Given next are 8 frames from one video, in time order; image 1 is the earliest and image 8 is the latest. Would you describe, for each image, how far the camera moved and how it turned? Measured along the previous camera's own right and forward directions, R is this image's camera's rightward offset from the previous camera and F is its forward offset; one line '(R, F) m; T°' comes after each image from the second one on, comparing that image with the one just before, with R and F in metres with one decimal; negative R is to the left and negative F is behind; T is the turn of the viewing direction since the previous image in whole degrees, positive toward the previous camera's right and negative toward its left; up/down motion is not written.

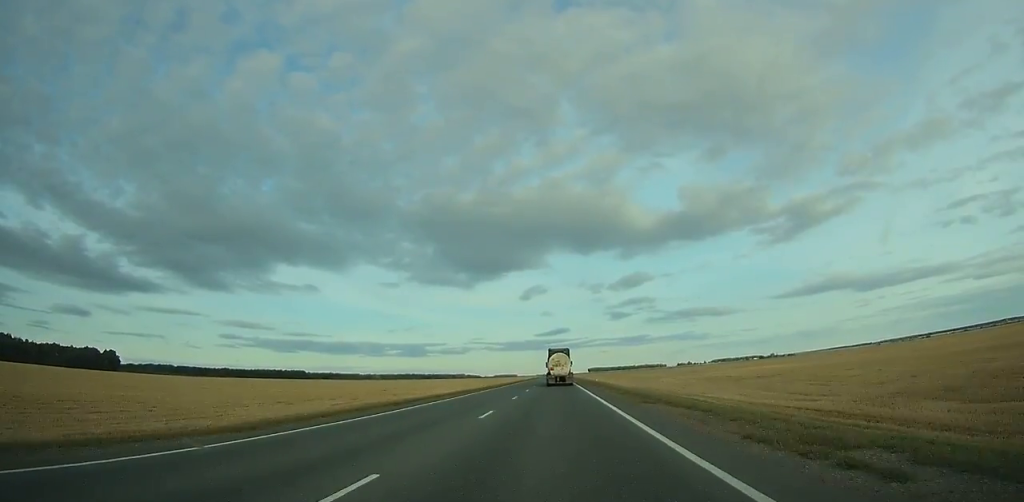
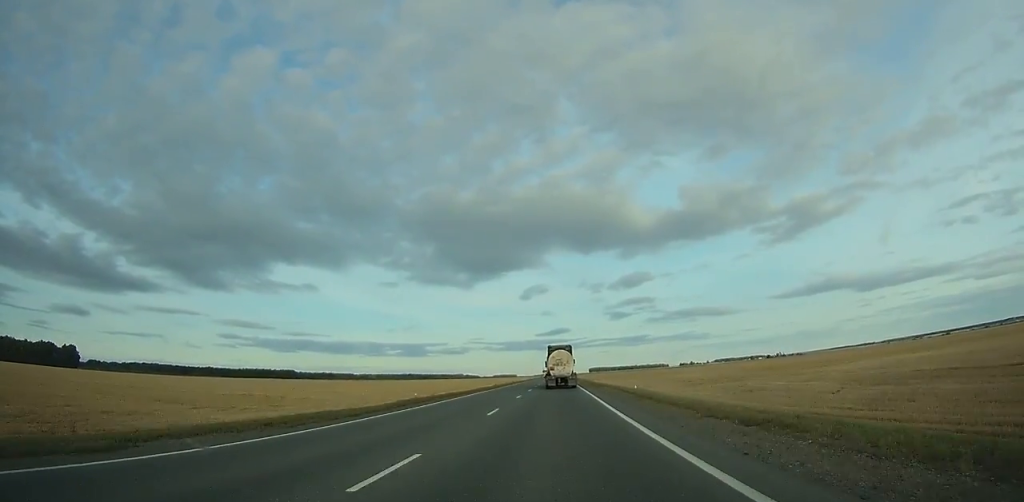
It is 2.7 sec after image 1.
(-0.3, +71.1) m; 0°
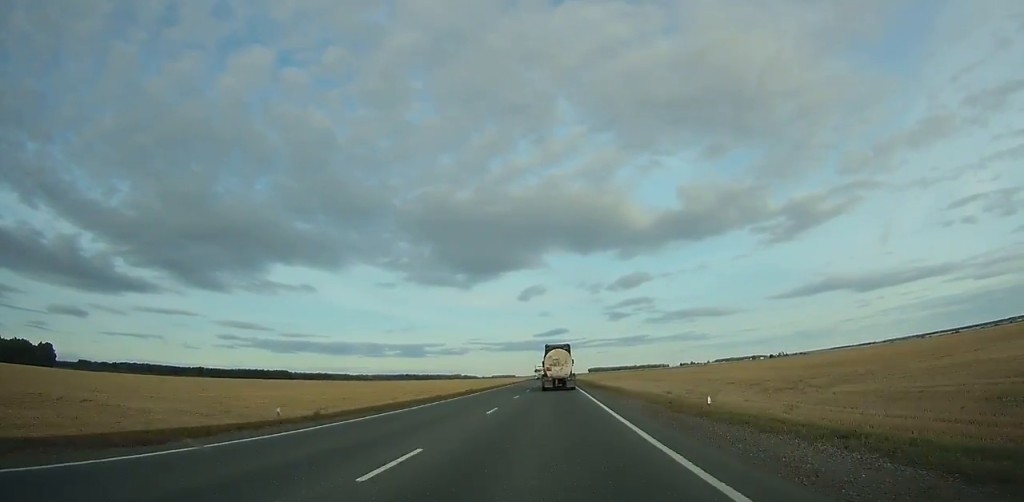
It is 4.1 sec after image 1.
(0.0, +35.7) m; 0°
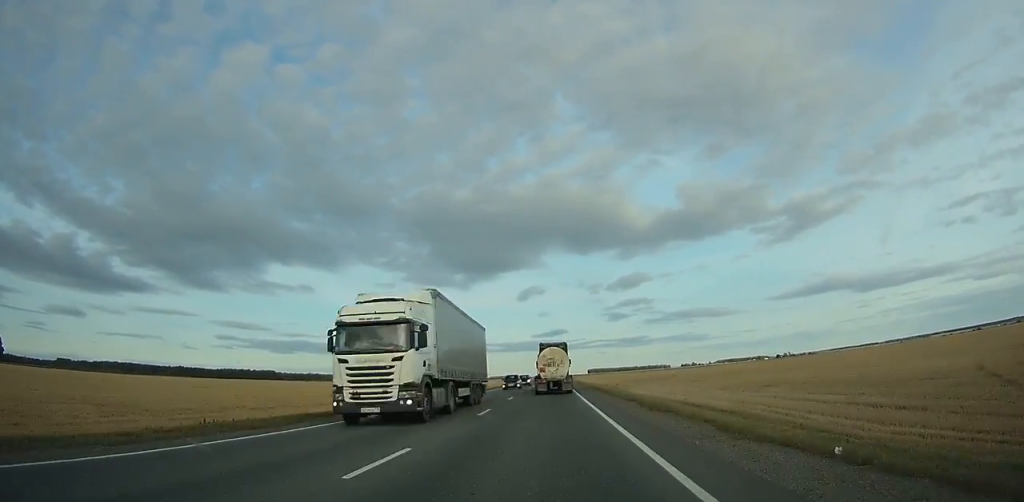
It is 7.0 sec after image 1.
(+0.1, +71.8) m; 0°
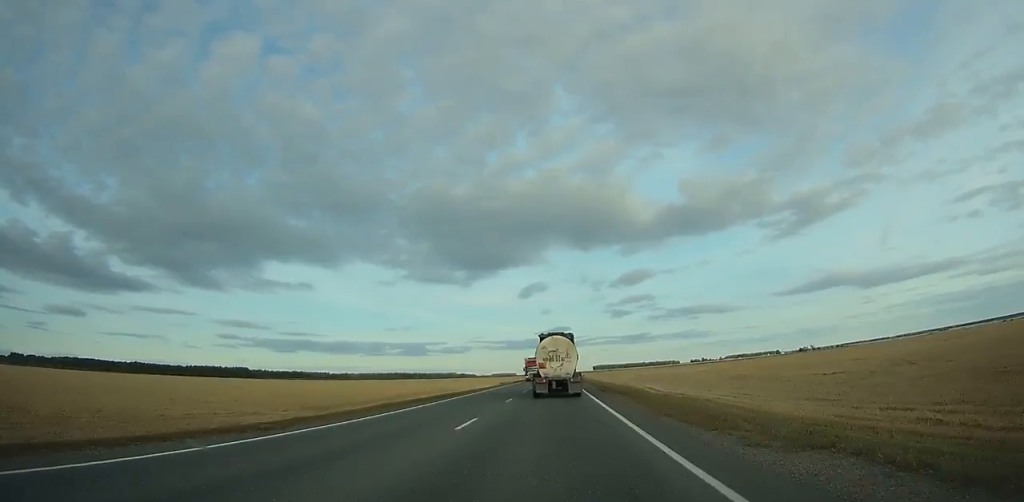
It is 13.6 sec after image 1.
(-0.1, +150.8) m; 0°
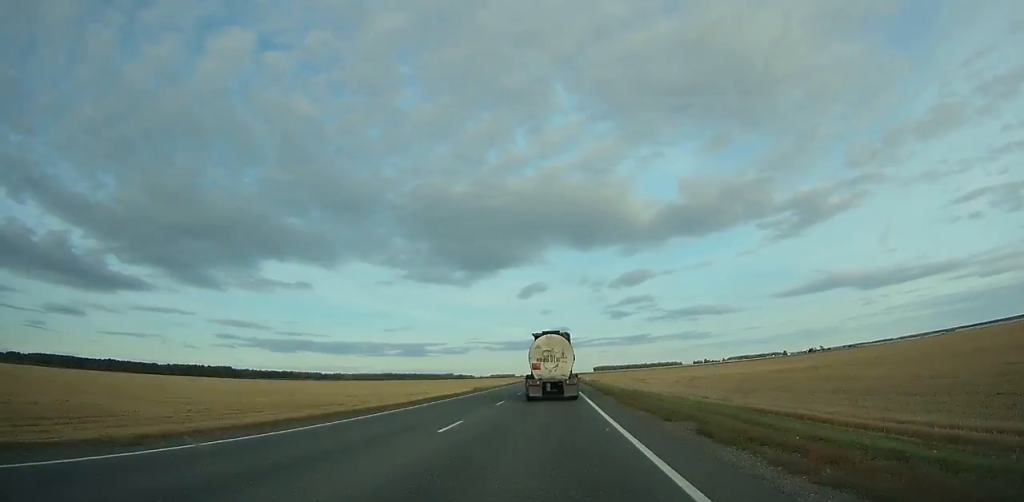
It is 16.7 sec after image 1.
(+0.1, +68.1) m; 0°
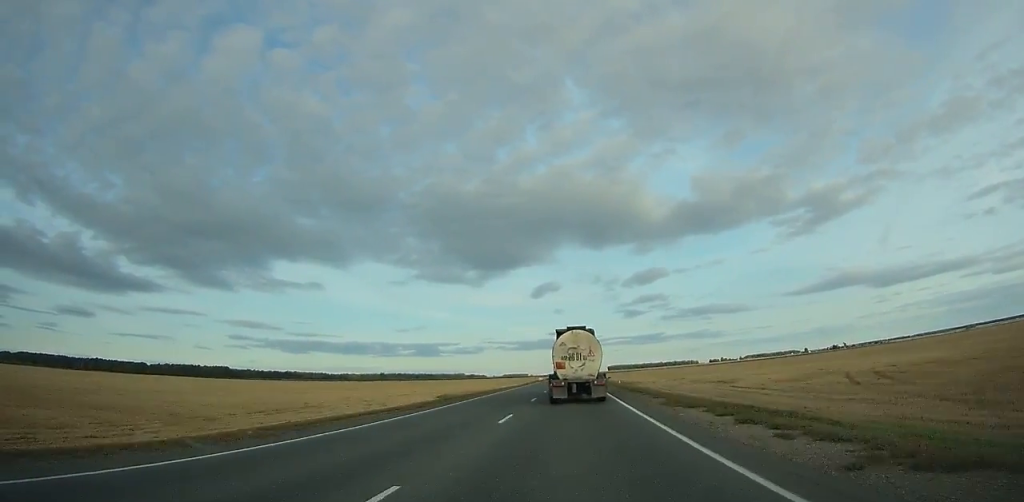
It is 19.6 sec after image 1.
(-0.2, +66.0) m; 0°
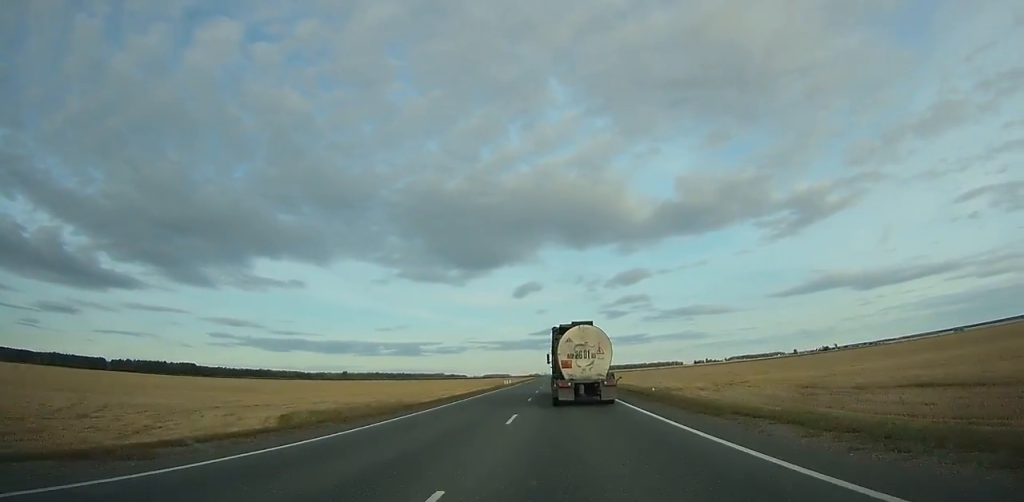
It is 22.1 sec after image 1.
(-0.2, +58.3) m; 0°
